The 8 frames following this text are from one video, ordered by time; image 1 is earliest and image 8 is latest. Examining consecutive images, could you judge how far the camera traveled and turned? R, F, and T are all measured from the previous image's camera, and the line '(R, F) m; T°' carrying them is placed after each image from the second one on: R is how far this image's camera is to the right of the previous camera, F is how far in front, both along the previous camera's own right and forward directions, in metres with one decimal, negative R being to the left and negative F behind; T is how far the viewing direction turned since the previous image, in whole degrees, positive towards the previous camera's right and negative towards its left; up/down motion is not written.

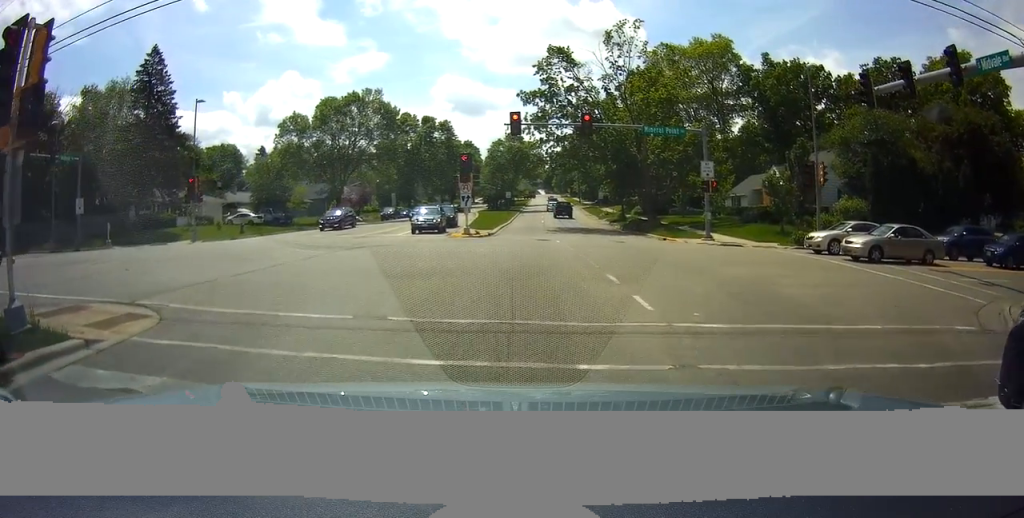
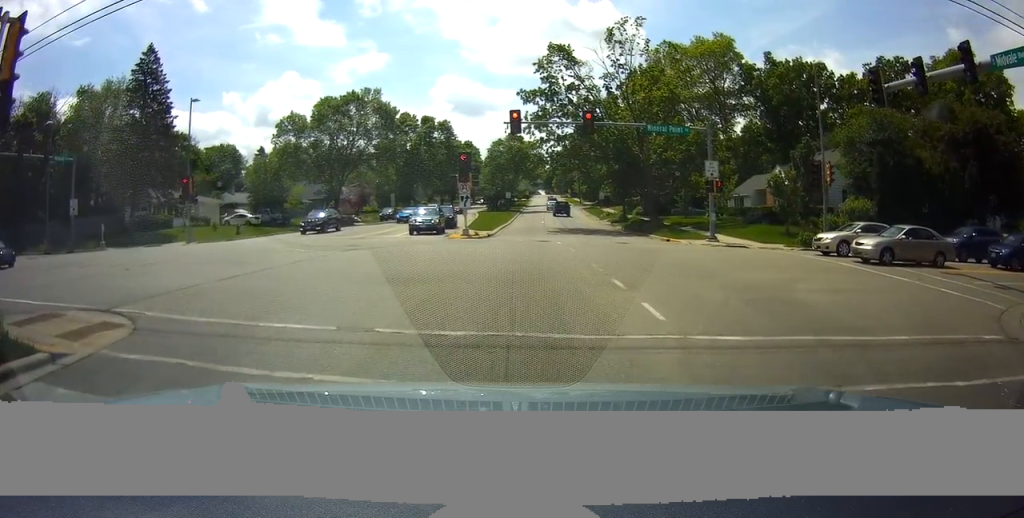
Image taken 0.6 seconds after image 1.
(0.0, +0.5) m; 0°
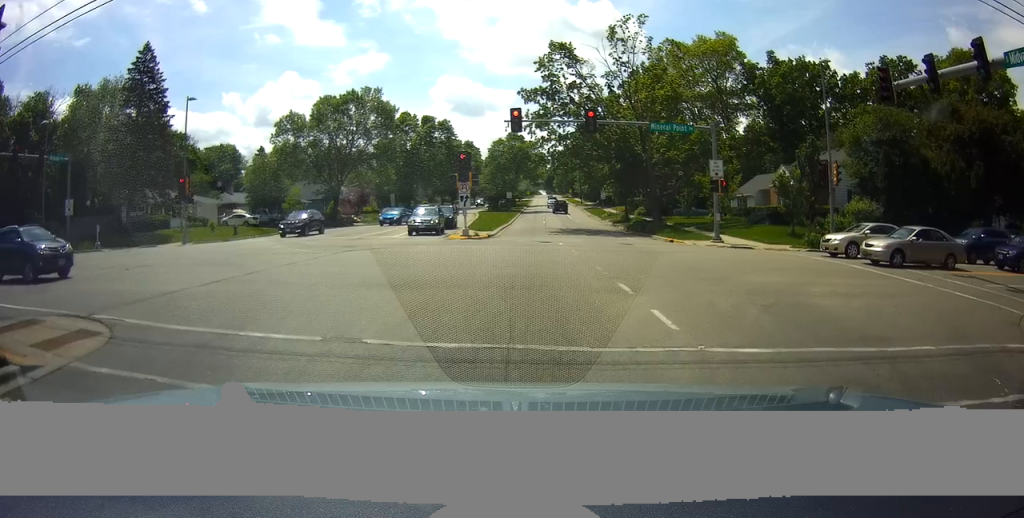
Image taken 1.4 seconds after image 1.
(0.0, +0.2) m; 0°
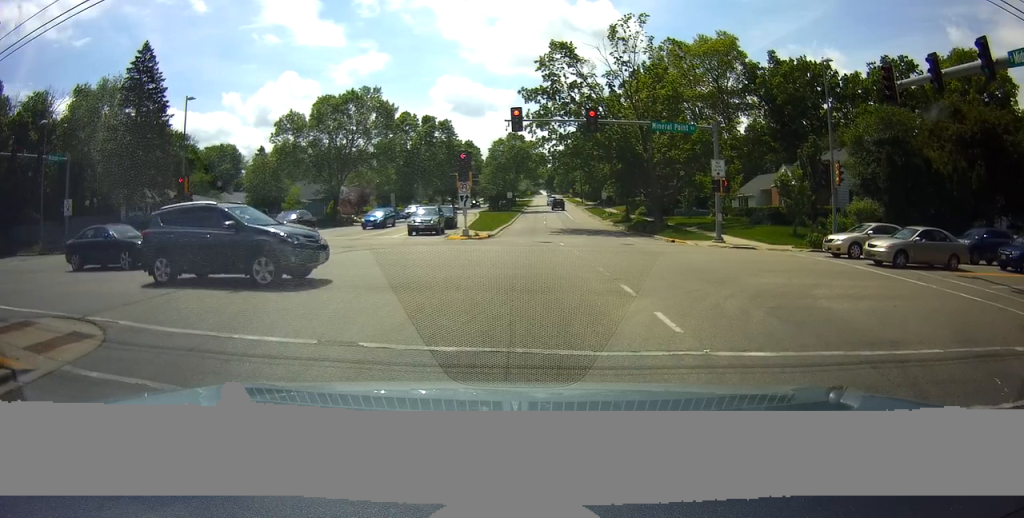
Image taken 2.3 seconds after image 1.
(0.0, -0.1) m; 0°
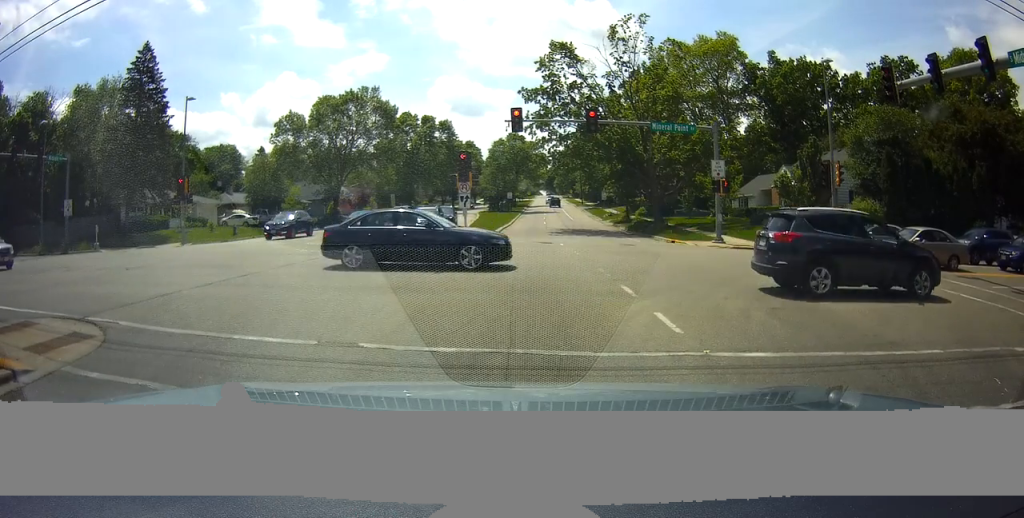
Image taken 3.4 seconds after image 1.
(0.0, -0.2) m; 0°
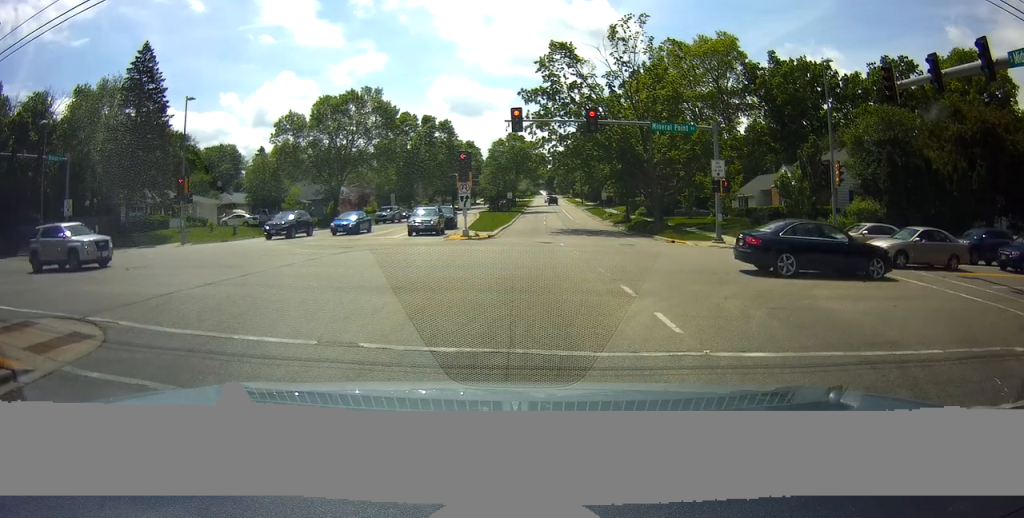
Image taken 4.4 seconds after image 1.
(0.0, 0.0) m; 0°
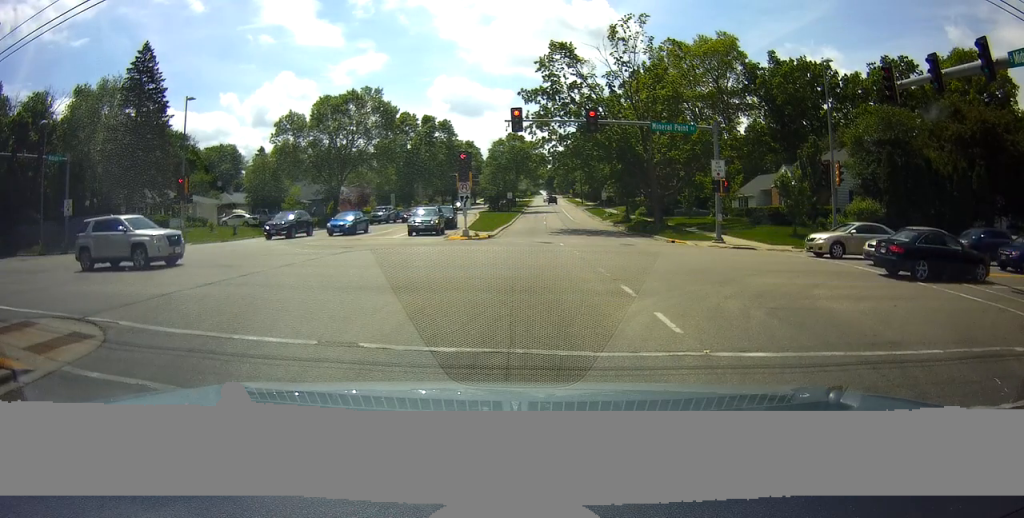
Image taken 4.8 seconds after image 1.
(0.0, 0.0) m; 0°
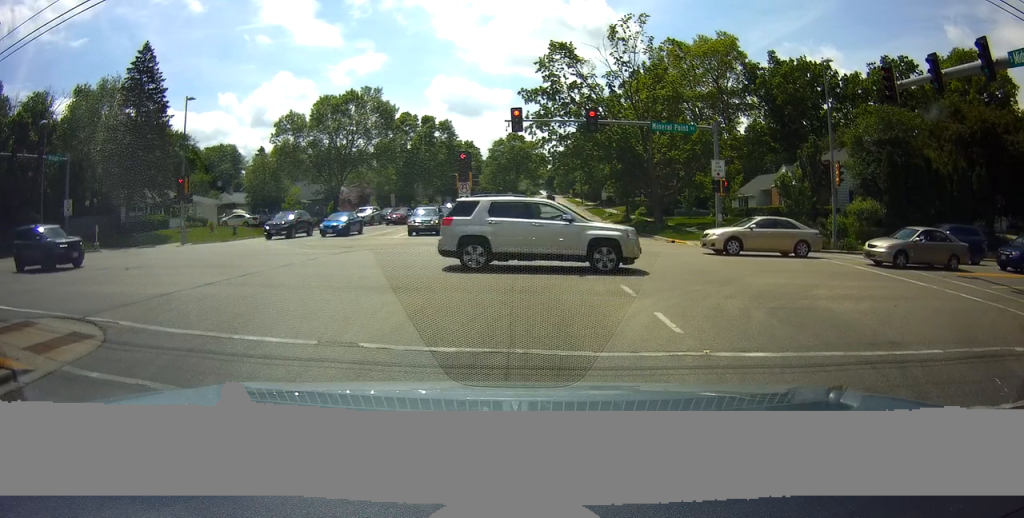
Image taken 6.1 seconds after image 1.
(0.0, 0.0) m; 0°
